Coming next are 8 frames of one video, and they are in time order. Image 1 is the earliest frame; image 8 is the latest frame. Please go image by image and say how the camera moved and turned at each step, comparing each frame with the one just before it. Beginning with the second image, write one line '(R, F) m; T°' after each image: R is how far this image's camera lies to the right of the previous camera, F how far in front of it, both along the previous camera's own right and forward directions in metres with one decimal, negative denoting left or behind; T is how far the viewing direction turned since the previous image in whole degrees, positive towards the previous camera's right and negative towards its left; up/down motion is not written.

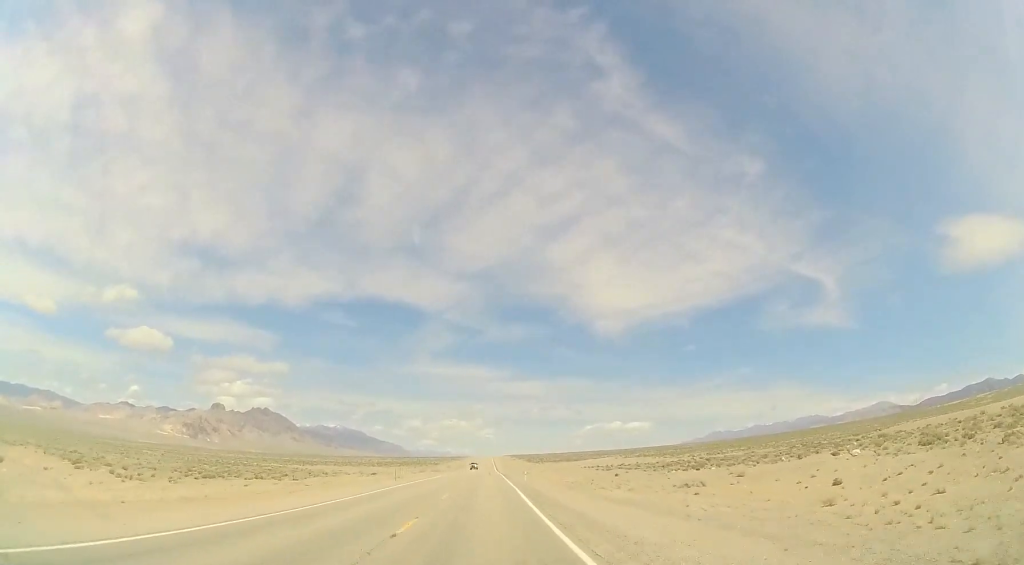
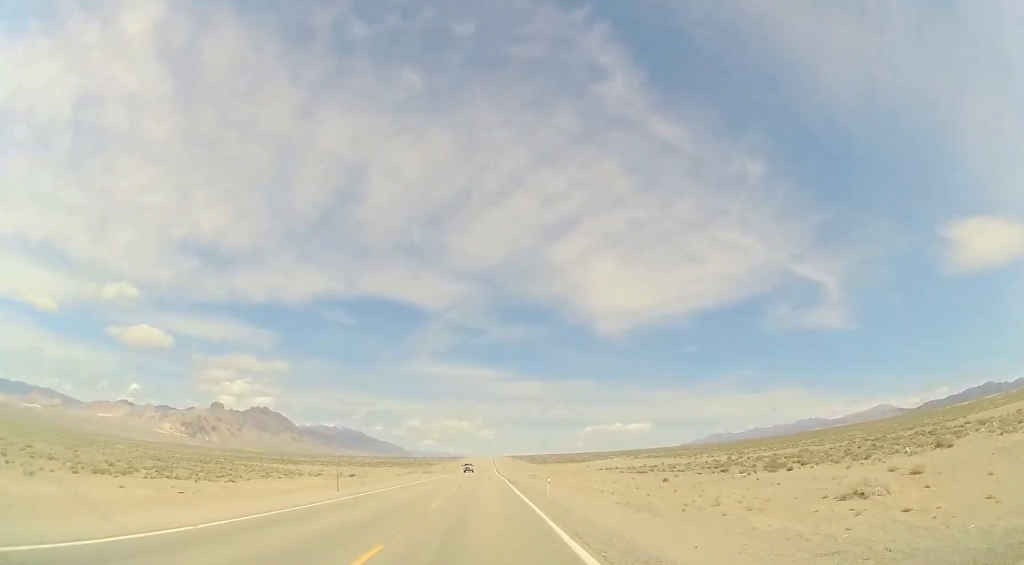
(-0.4, +17.4) m; -1°
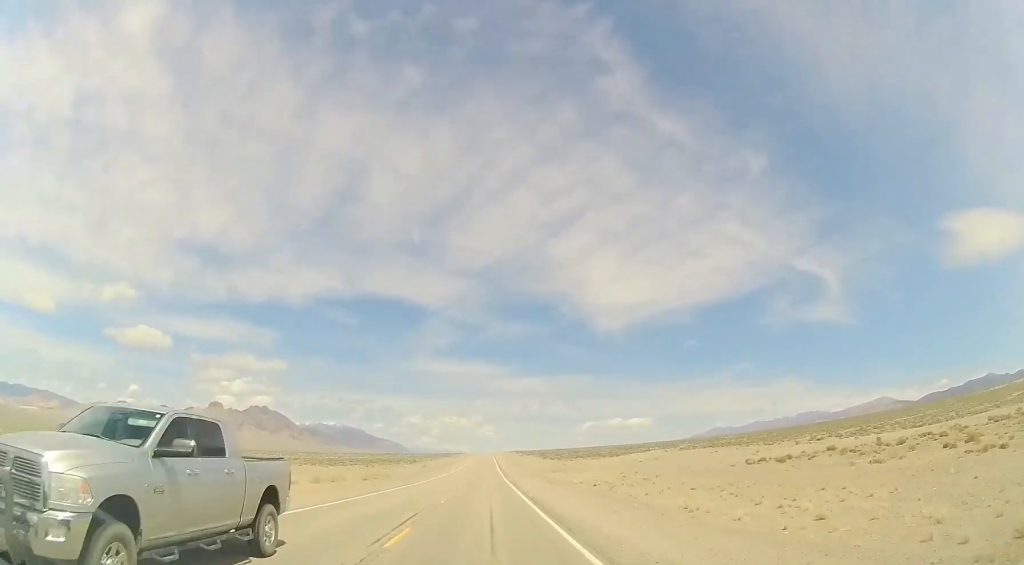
(-0.7, +58.1) m; -1°
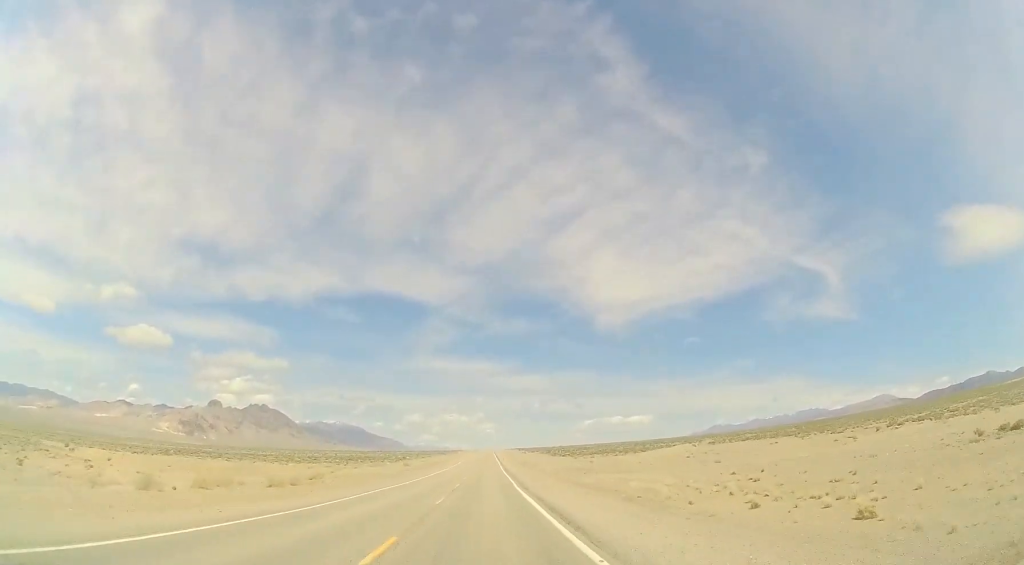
(-0.1, +26.8) m; 0°
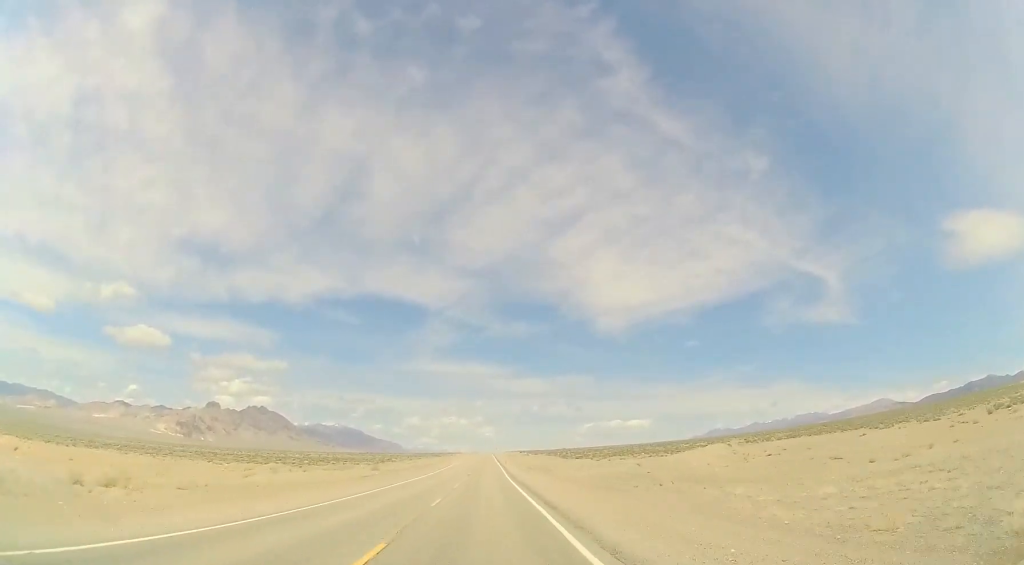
(+0.1, +25.5) m; +1°
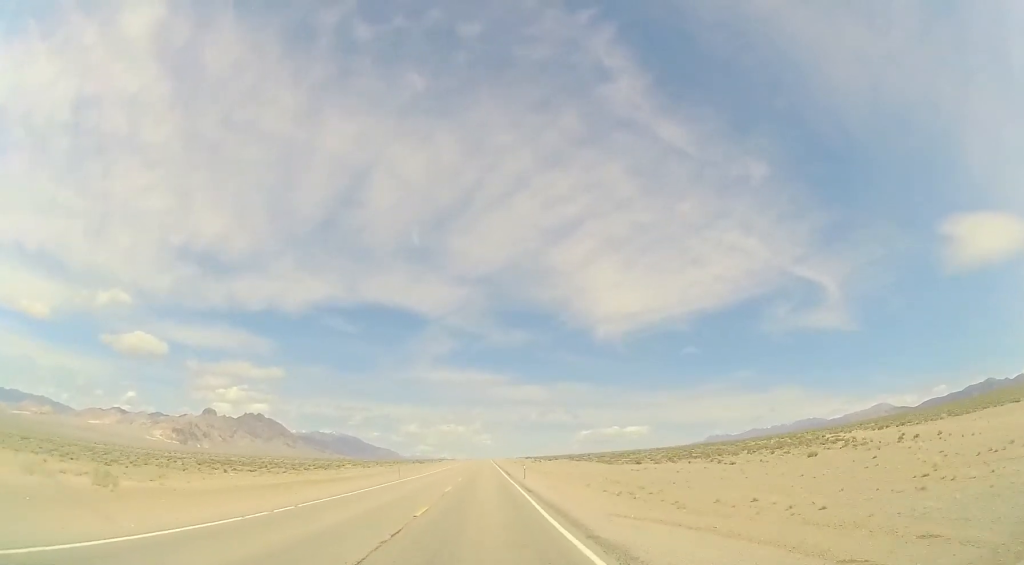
(+0.5, +53.2) m; 0°
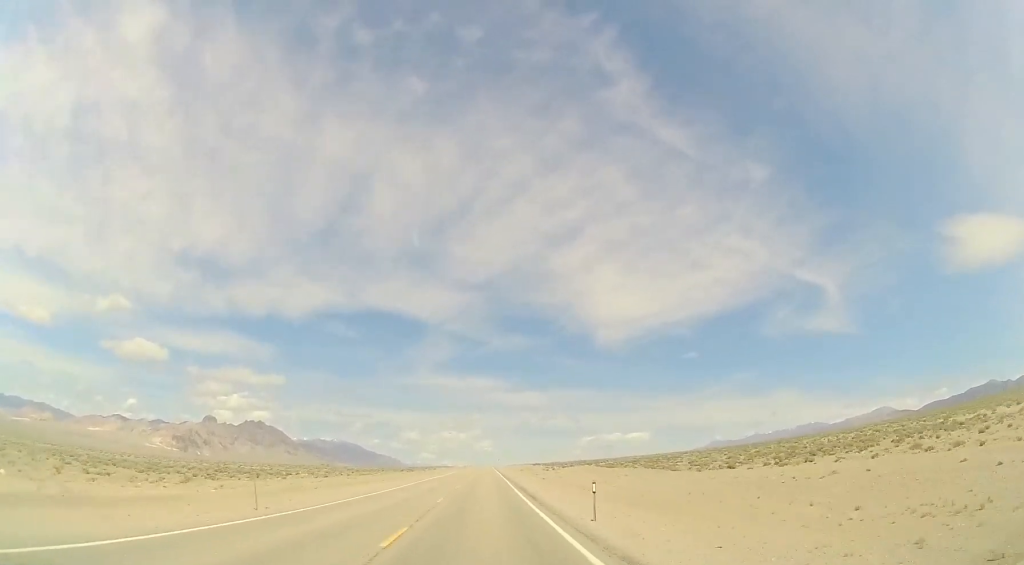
(-0.4, +28.9) m; 0°
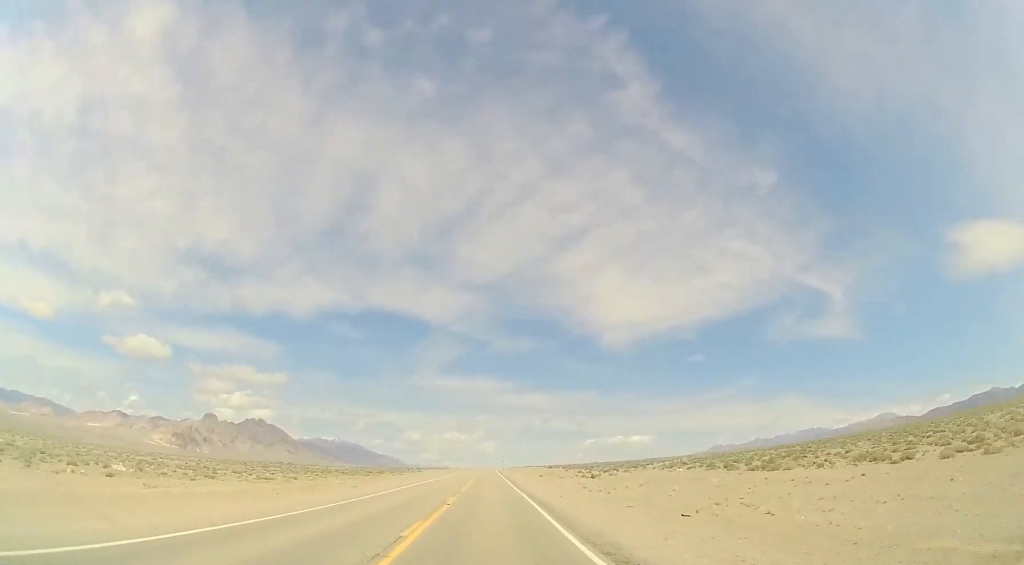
(+0.5, +46.9) m; 0°
